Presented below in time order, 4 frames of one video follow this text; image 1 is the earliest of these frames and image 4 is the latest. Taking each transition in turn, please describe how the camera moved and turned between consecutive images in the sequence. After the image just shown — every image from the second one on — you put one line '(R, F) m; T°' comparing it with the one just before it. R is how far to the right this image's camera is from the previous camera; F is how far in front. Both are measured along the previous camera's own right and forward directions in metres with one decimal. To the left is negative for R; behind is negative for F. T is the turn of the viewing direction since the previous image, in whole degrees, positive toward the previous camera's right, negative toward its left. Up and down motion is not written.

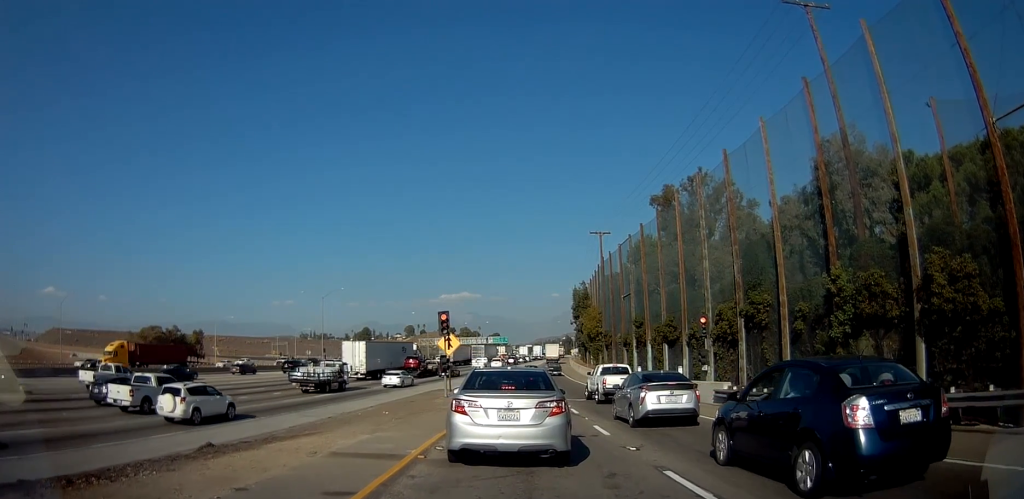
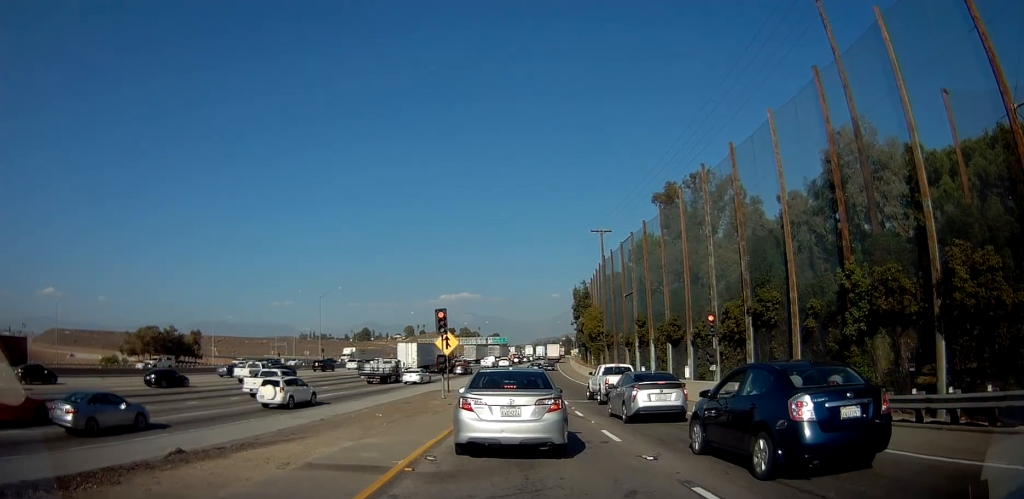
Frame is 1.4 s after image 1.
(-0.5, +1.5) m; 0°
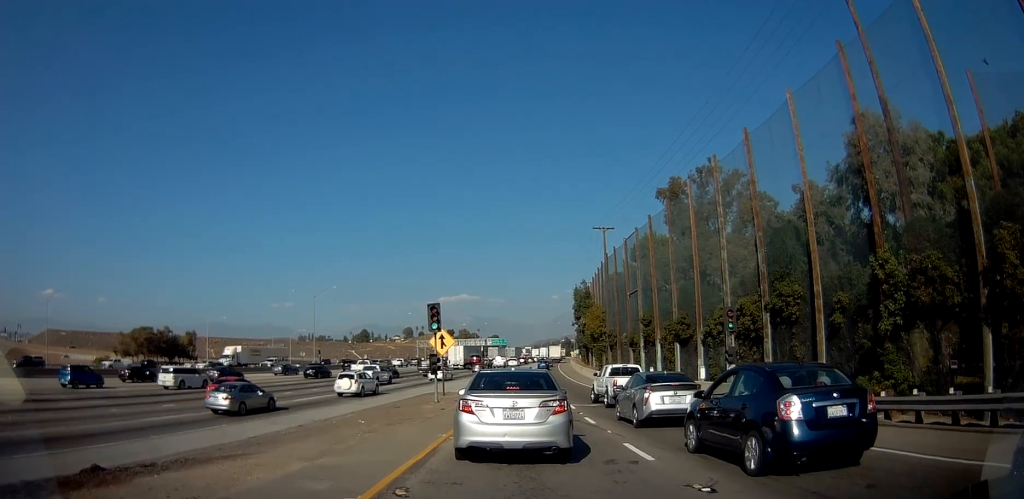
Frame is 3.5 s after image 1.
(+0.6, +2.4) m; 0°
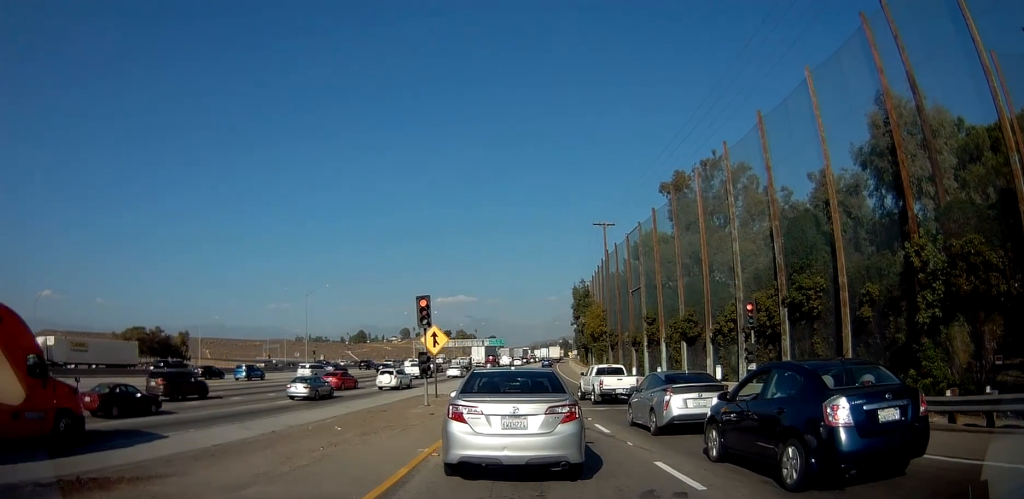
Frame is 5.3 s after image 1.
(-0.2, +2.0) m; 0°
